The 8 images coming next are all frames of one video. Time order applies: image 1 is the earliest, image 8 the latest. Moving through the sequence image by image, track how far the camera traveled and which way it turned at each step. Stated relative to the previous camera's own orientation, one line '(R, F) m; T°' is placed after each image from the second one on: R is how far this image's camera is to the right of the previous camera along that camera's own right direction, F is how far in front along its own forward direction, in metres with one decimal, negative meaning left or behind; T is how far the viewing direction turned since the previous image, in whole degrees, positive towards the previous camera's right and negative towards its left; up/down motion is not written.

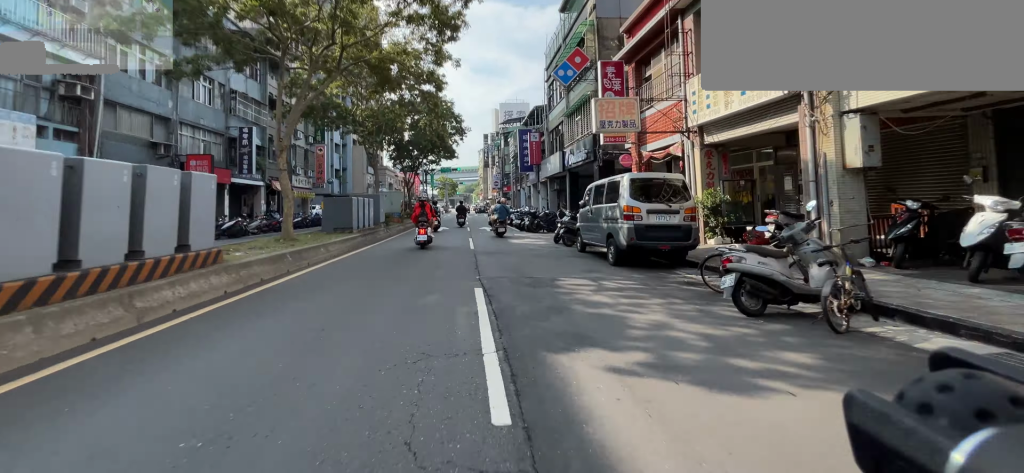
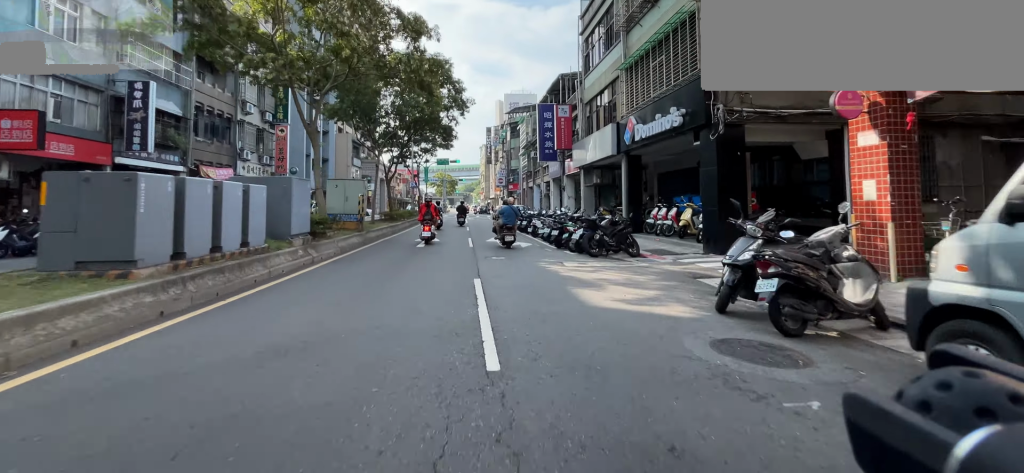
(0.0, +8.7) m; 0°
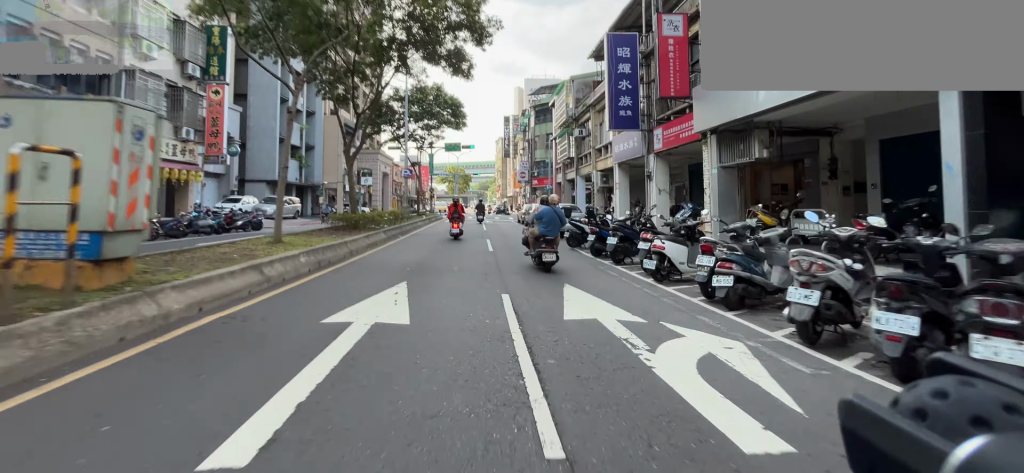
(0.0, +11.0) m; 0°
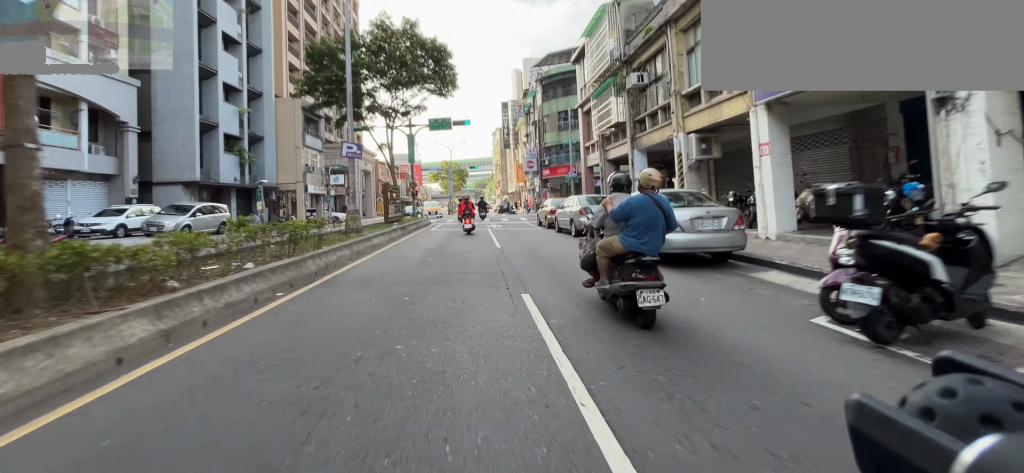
(0.0, +11.0) m; 0°
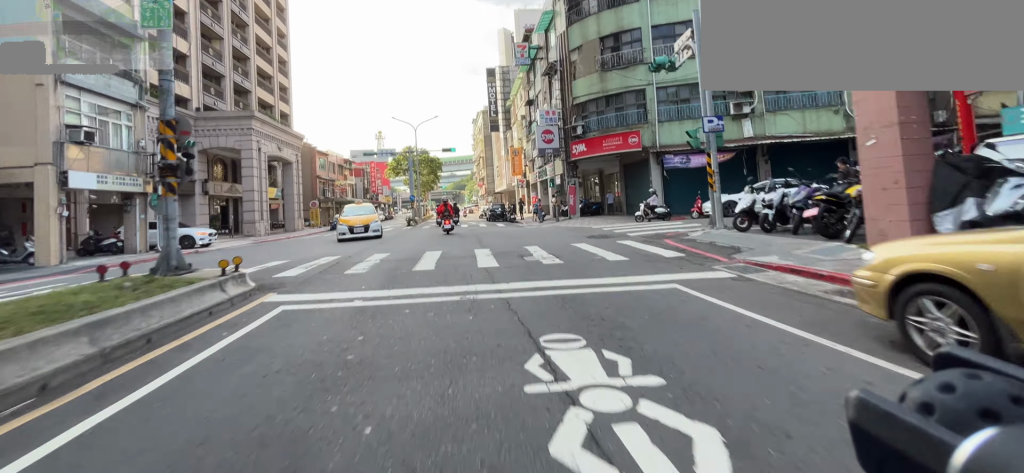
(+0.1, +23.1) m; 0°
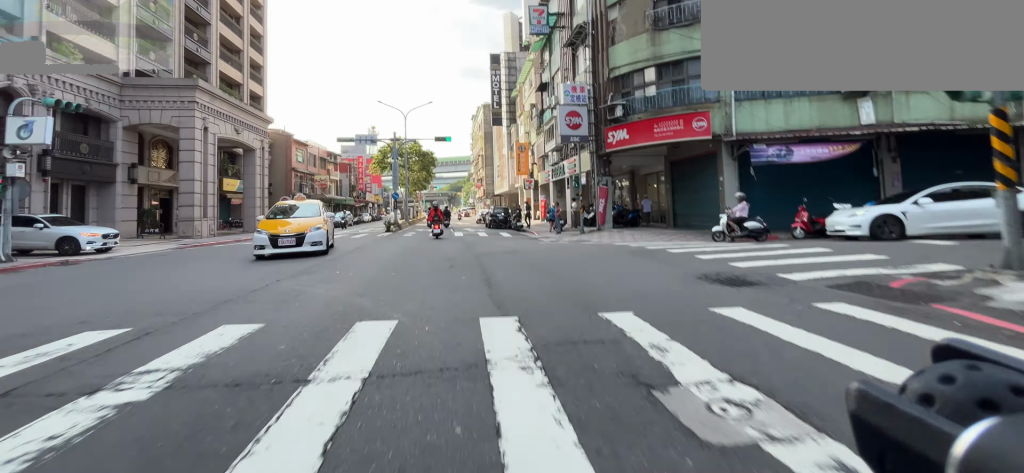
(0.0, +8.0) m; 0°
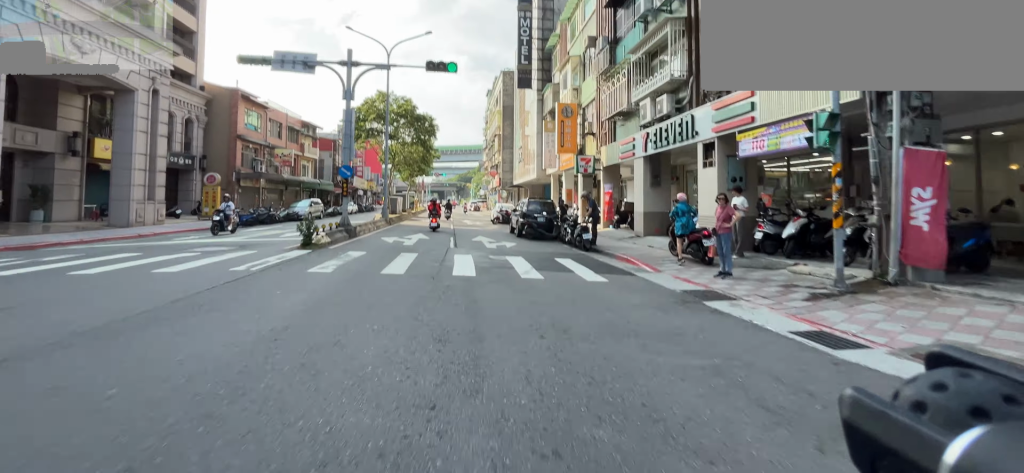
(0.0, +16.4) m; 0°
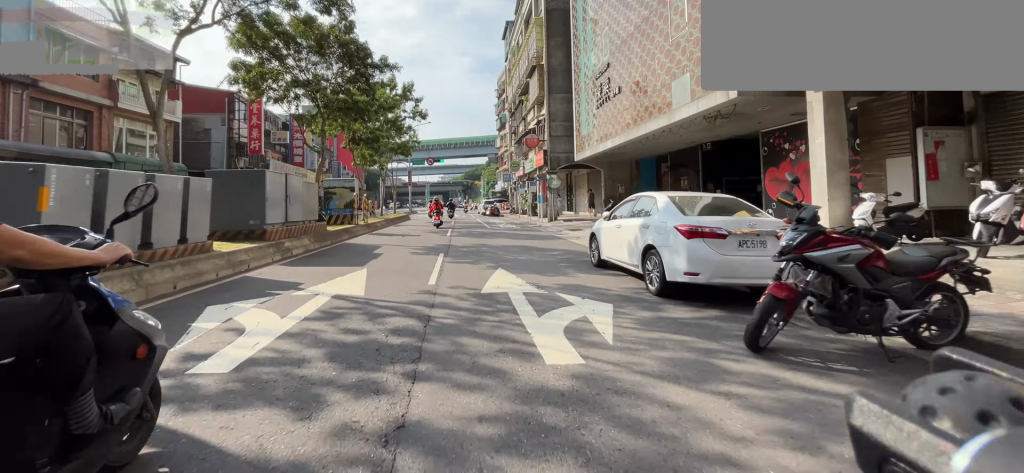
(-0.2, +26.2) m; -2°
